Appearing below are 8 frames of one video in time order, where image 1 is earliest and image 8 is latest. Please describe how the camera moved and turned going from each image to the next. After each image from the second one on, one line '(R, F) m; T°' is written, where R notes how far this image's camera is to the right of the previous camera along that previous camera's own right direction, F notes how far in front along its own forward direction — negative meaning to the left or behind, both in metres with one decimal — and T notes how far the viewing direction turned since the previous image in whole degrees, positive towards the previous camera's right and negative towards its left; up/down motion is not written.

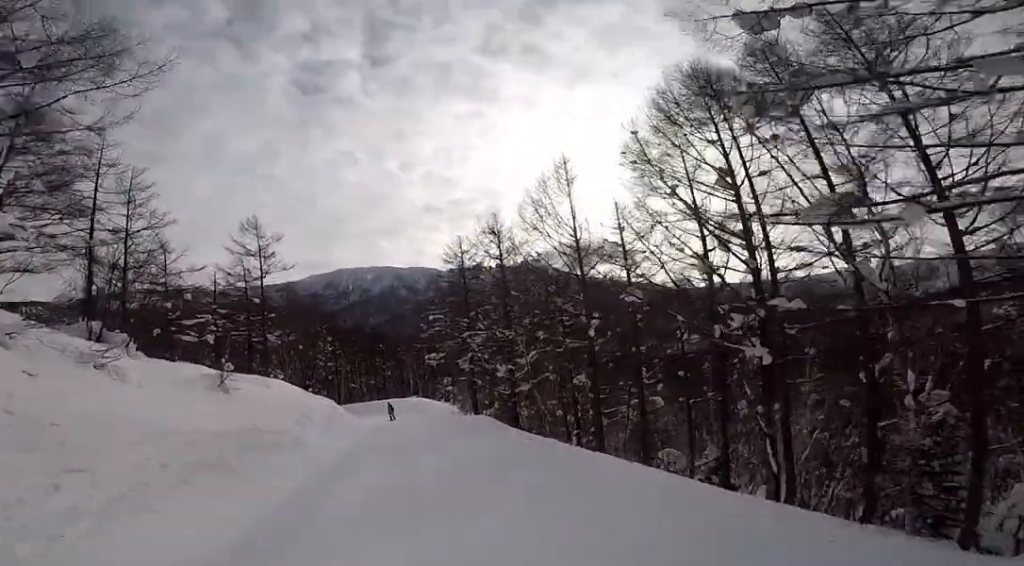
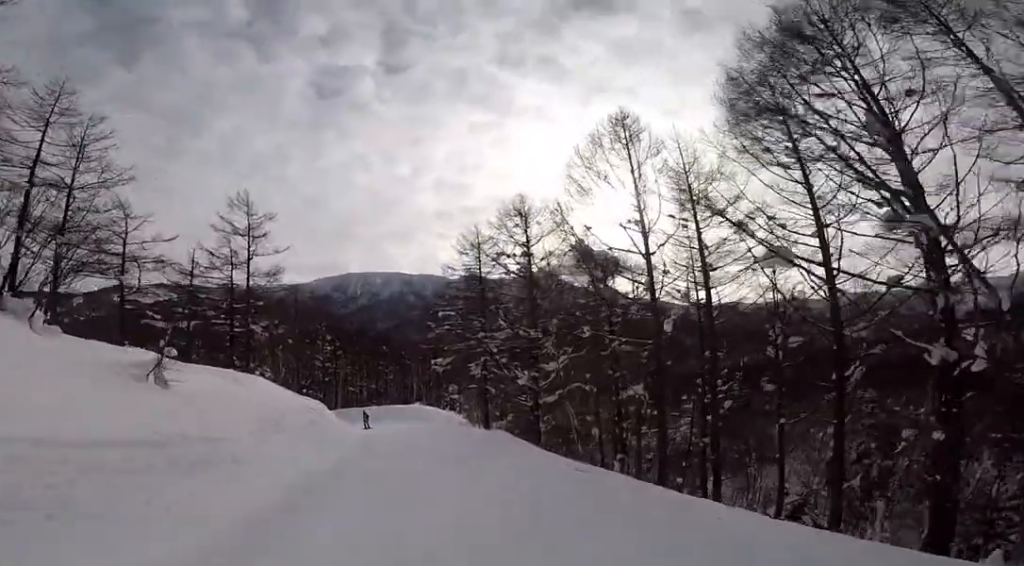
(-1.0, +4.6) m; -8°
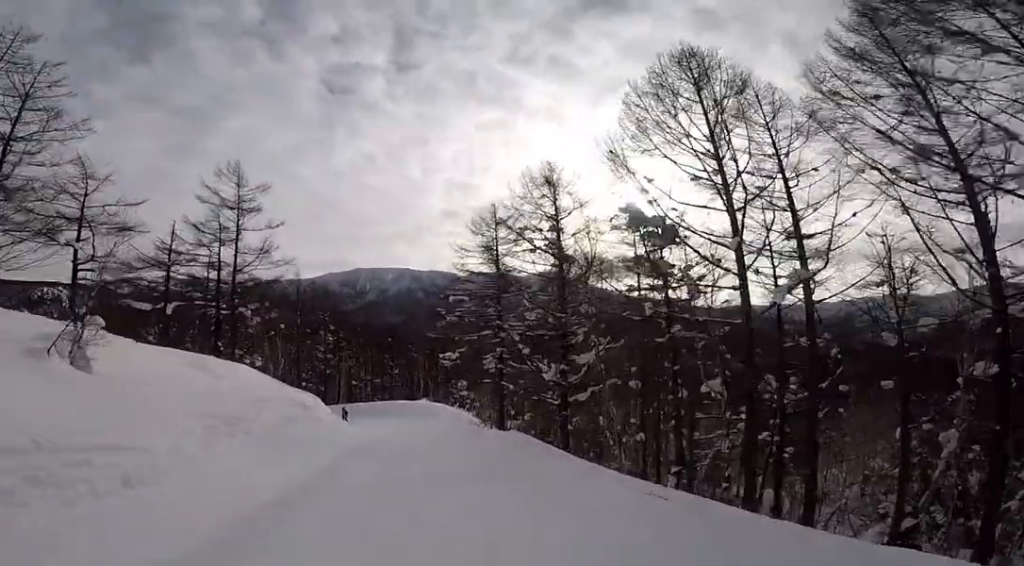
(-0.3, +3.6) m; -5°
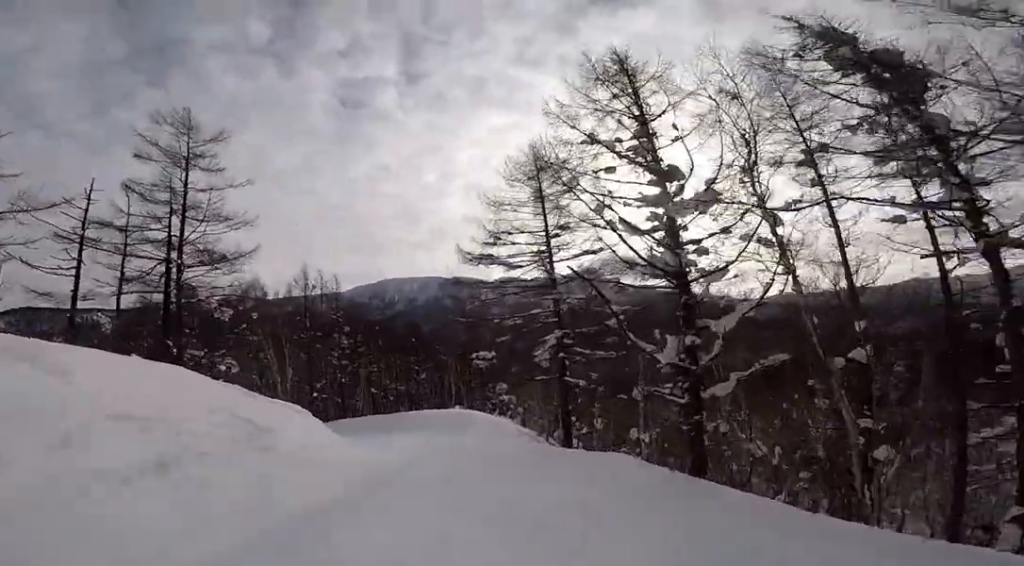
(0.0, +8.1) m; -1°
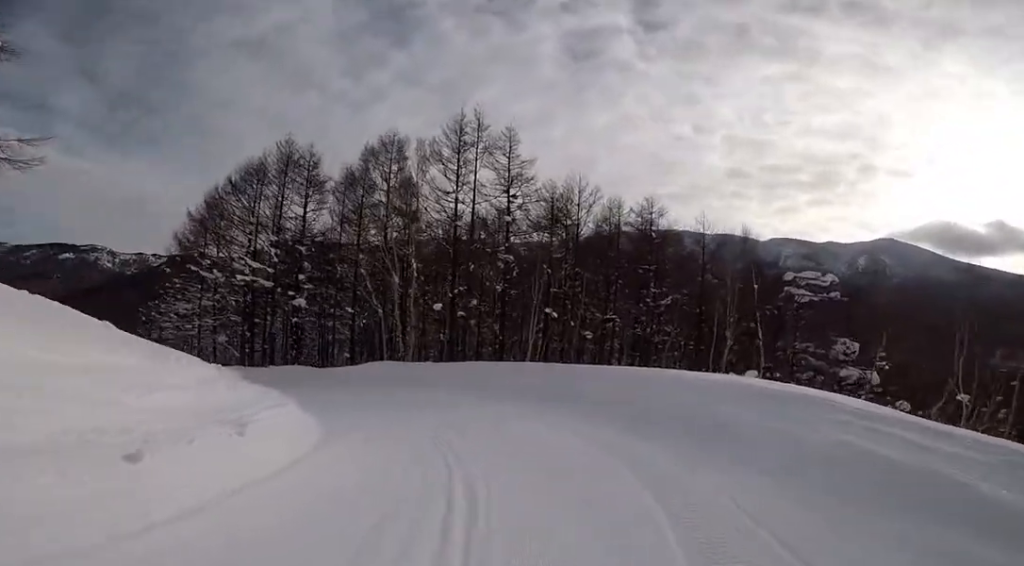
(-5.0, +20.5) m; -31°
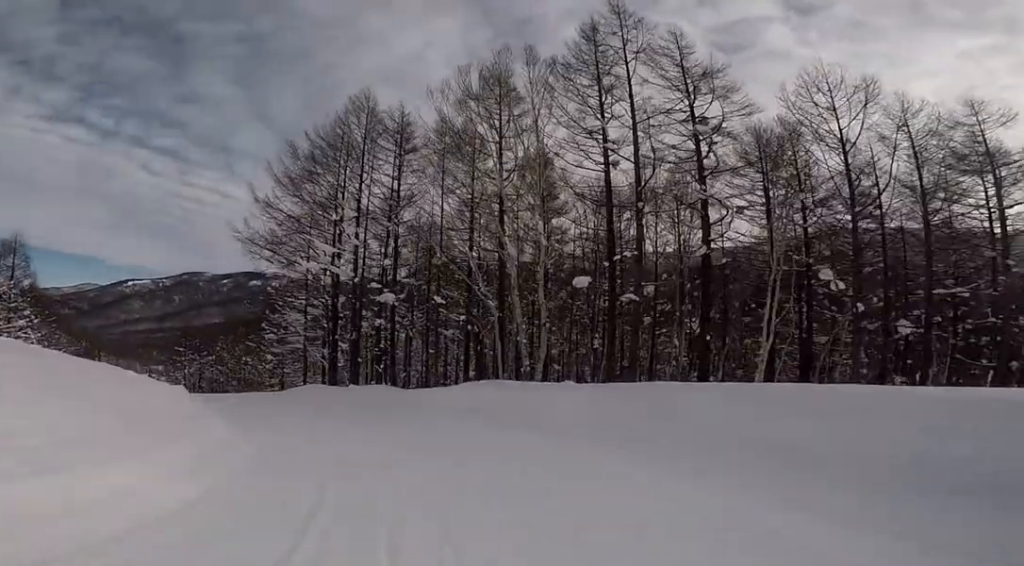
(-2.0, +9.1) m; -24°
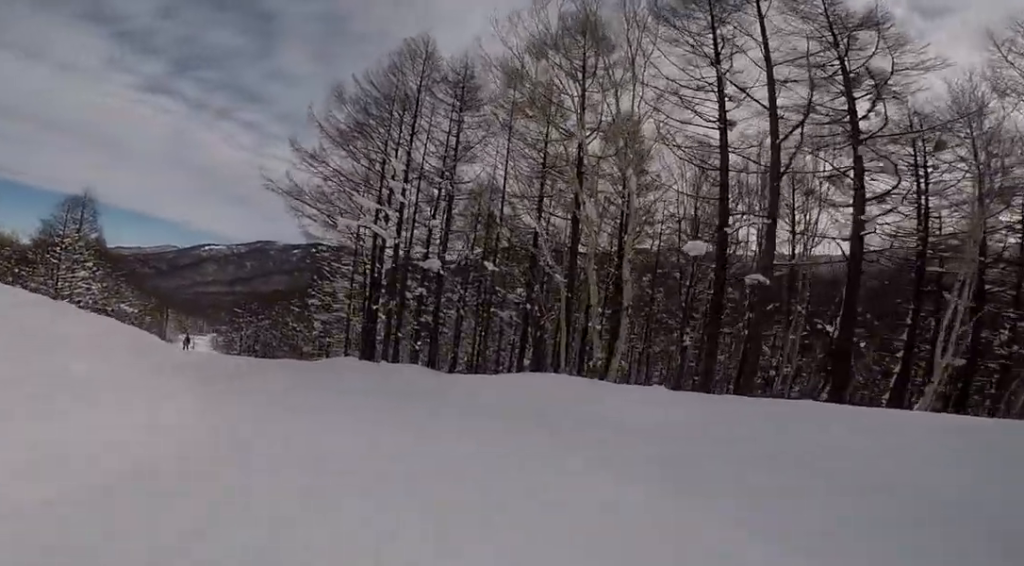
(-0.1, +3.1) m; -12°
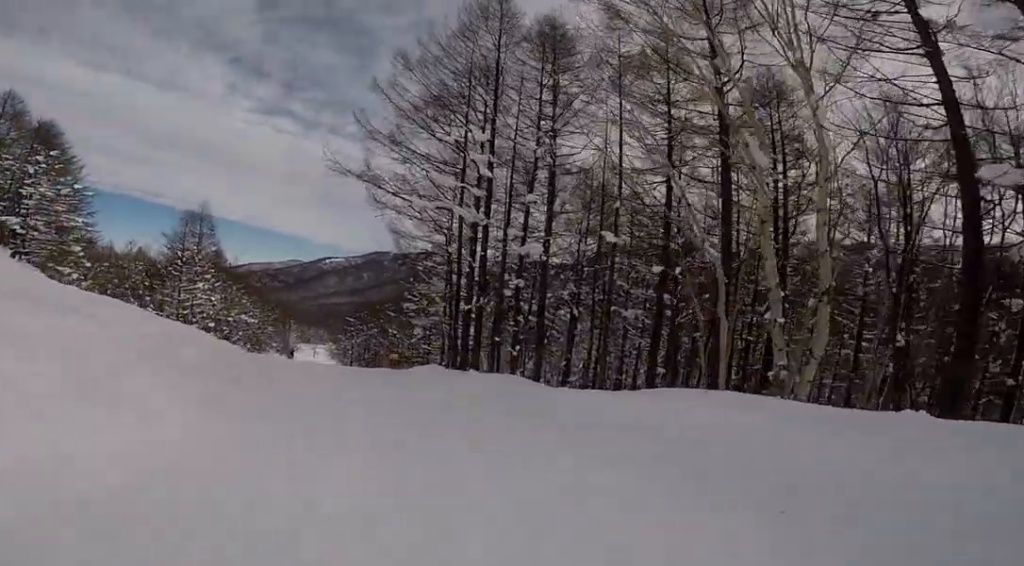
(+0.2, +3.2) m; -12°
